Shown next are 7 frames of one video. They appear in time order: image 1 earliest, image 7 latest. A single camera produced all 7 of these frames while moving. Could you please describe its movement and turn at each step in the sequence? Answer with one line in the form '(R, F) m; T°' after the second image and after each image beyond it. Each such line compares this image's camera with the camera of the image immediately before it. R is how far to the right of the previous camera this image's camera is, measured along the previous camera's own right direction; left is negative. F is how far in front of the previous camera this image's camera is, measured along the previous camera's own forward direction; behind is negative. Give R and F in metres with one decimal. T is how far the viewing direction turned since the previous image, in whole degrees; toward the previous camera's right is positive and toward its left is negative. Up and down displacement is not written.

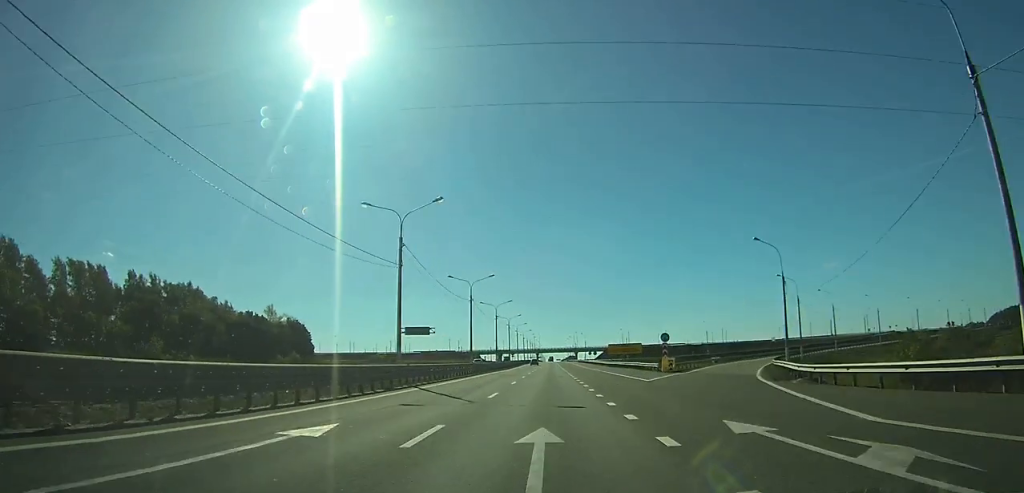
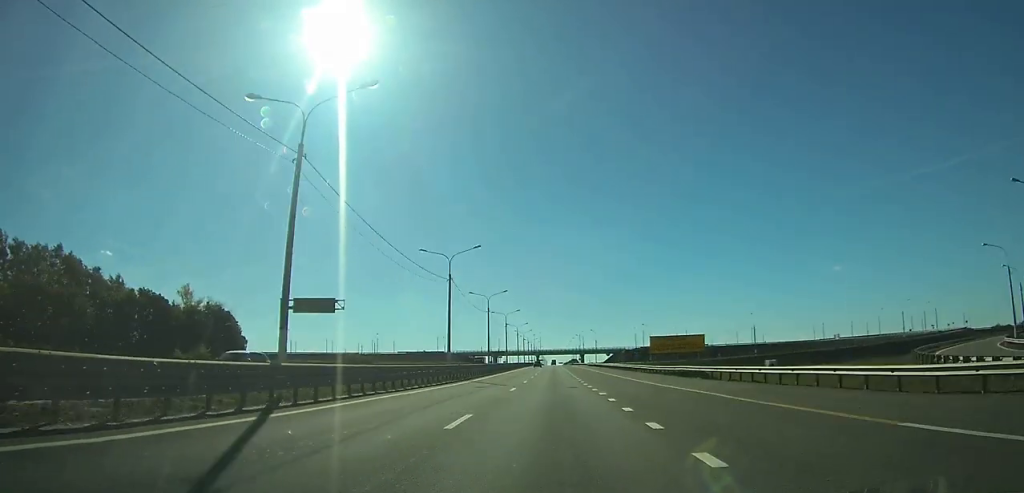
(0.0, +45.7) m; 0°
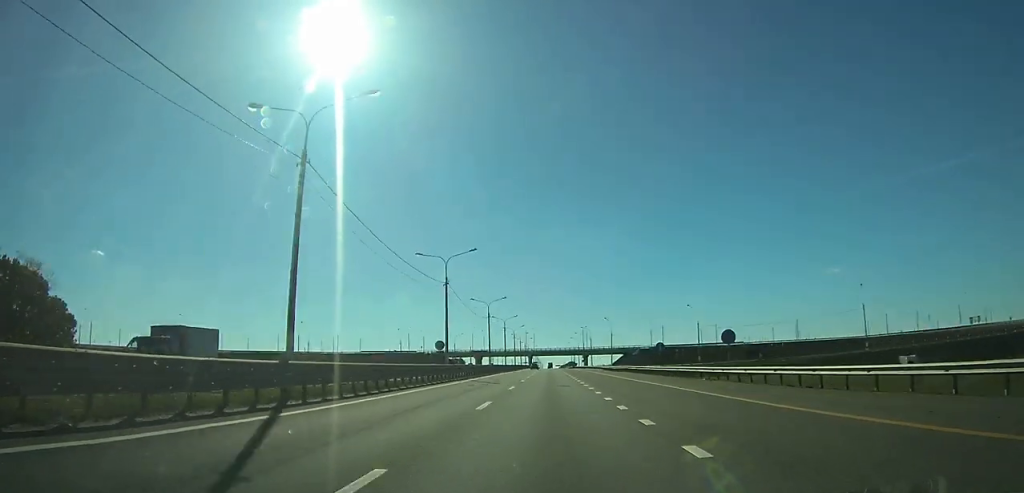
(0.0, +59.0) m; 0°
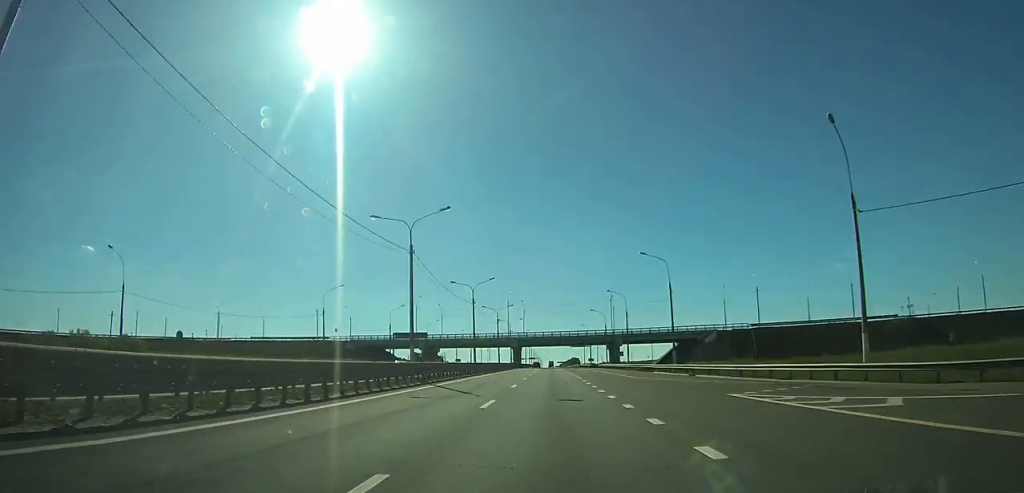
(+0.4, +108.5) m; 0°
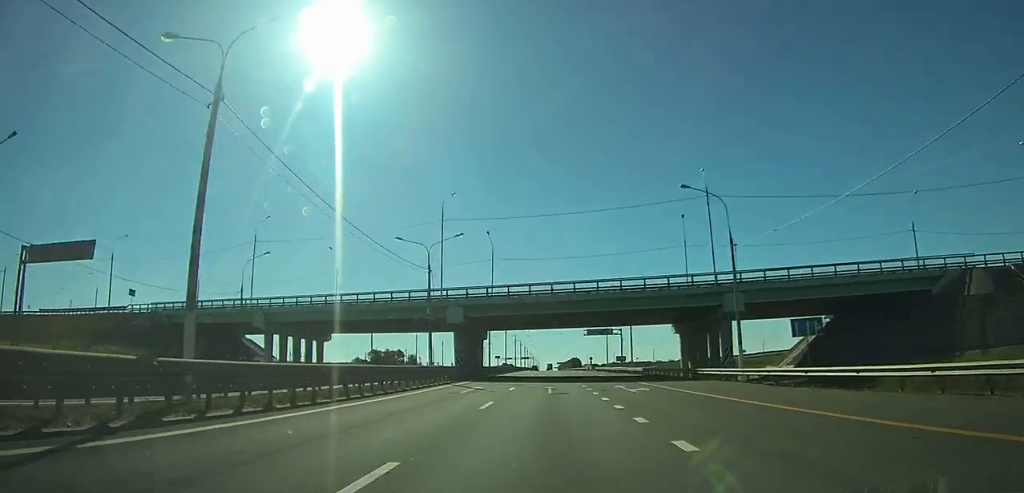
(+0.1, +83.3) m; 0°
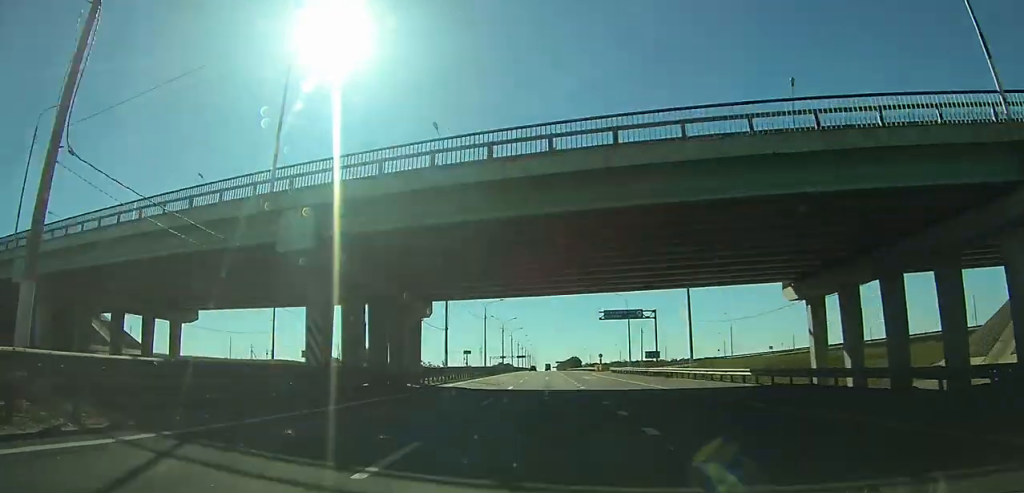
(0.0, +34.1) m; 0°
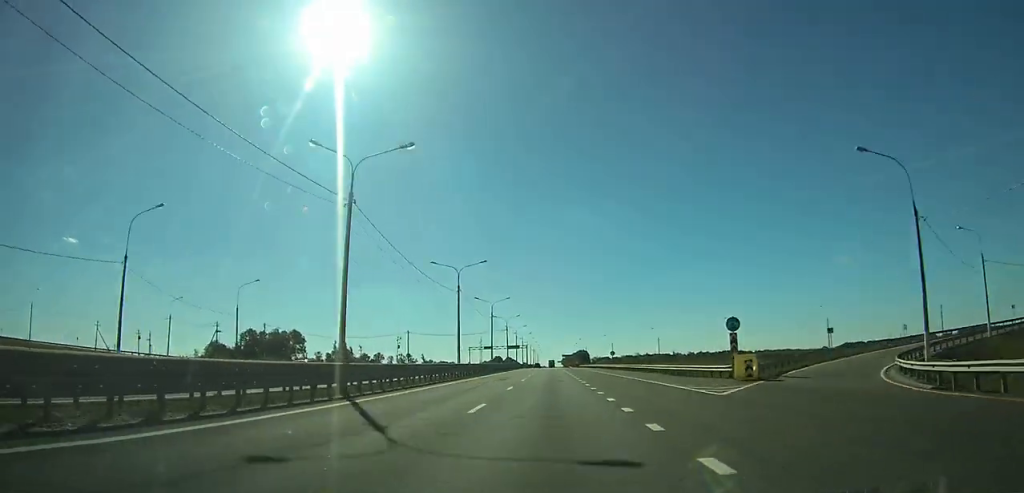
(-0.1, +87.2) m; 0°
